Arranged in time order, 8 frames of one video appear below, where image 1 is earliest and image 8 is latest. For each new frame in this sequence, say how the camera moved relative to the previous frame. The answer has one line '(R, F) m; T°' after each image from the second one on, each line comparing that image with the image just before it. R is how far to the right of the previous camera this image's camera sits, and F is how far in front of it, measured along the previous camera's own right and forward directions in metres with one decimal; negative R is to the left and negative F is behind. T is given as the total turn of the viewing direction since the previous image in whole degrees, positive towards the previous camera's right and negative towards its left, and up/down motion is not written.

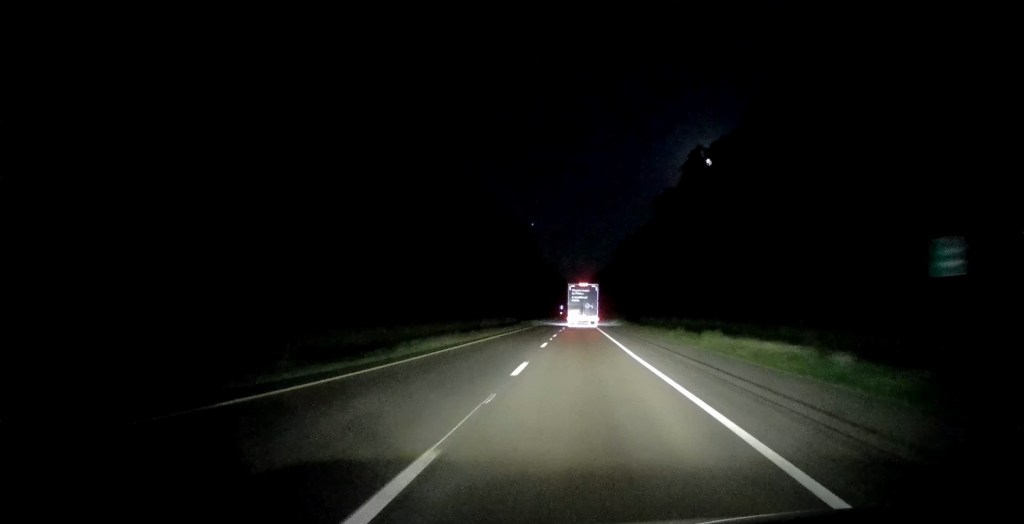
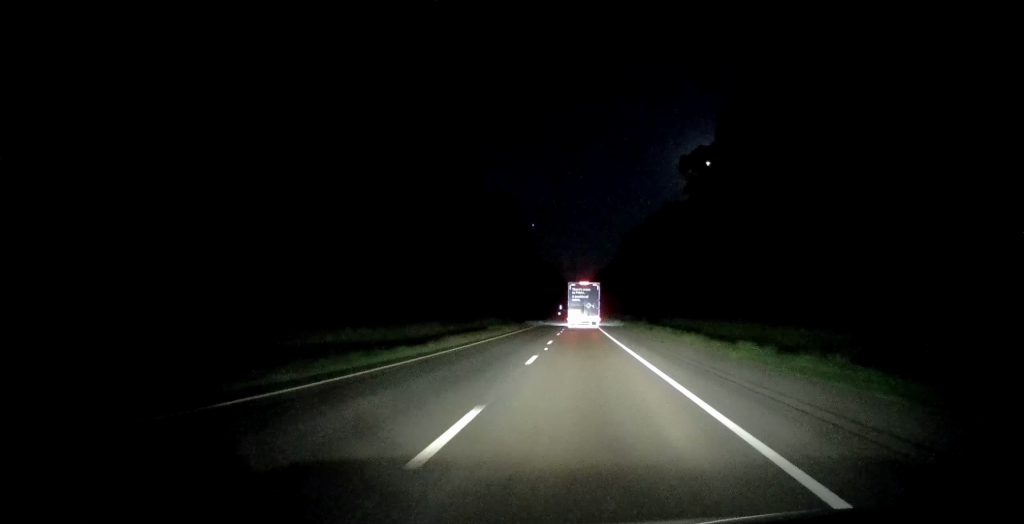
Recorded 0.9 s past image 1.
(0.0, +33.1) m; 0°
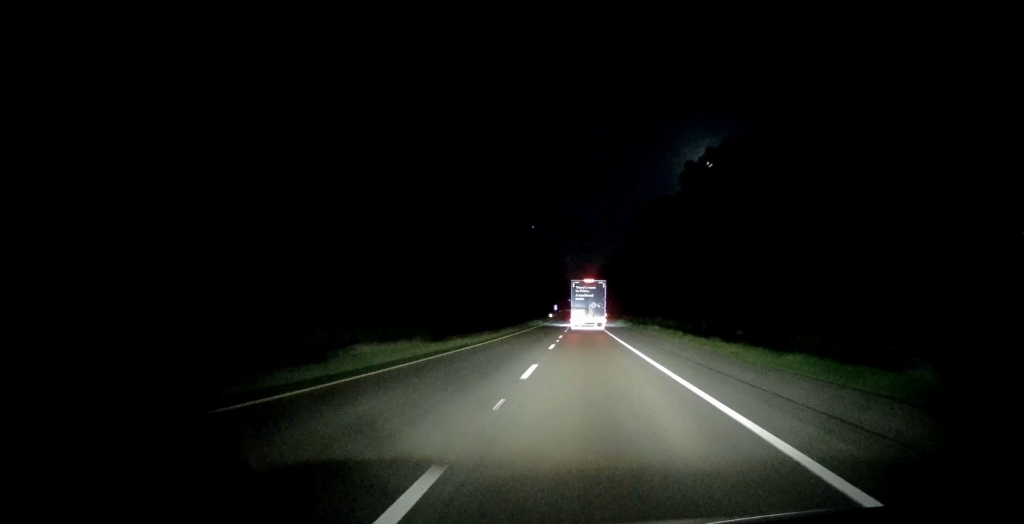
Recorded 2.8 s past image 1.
(-0.7, +64.4) m; -1°
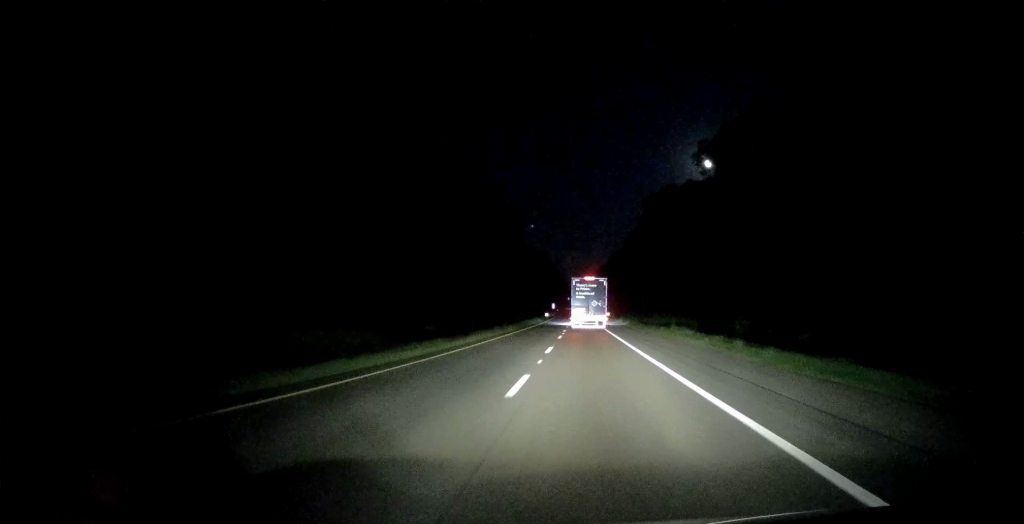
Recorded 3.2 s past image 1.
(-0.1, +15.1) m; 0°
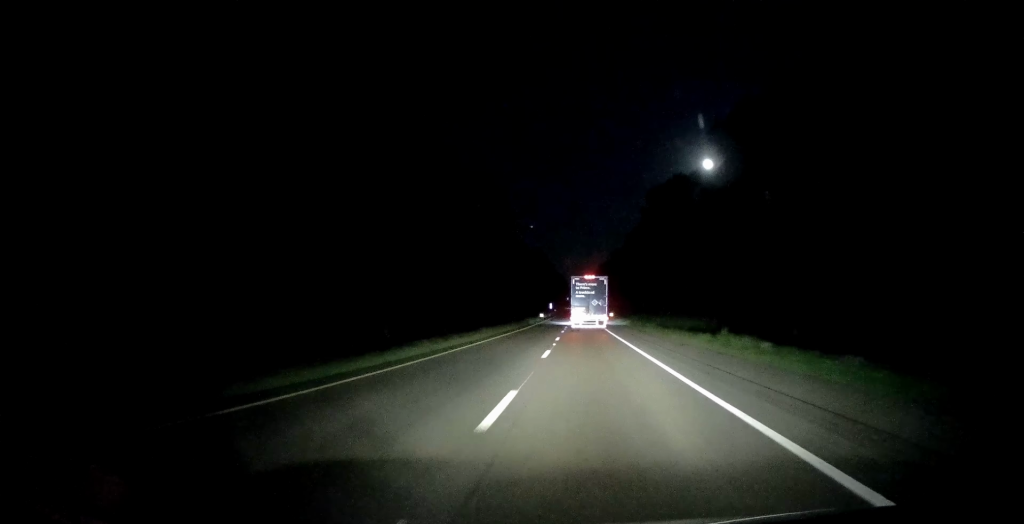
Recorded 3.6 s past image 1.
(+0.2, +15.1) m; 0°
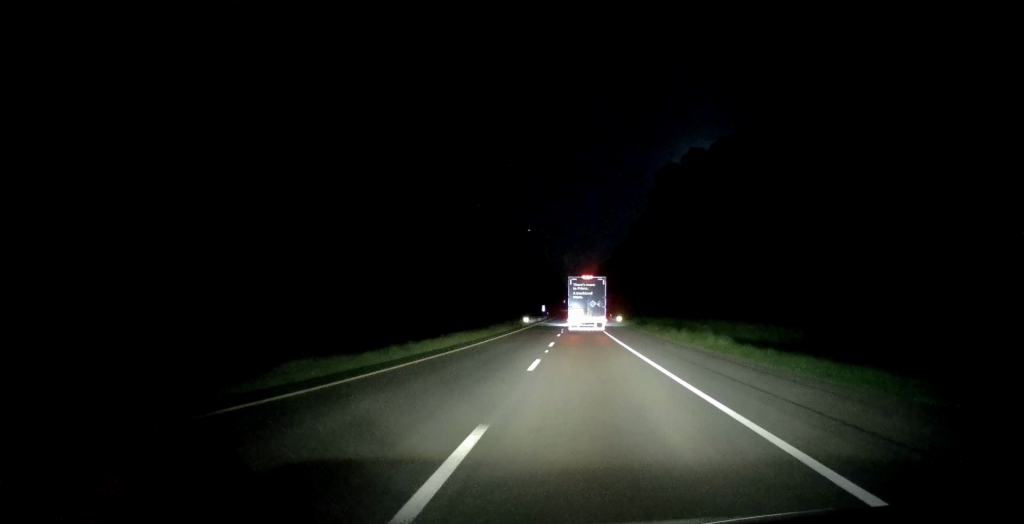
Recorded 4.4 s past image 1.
(+0.2, +27.7) m; 0°
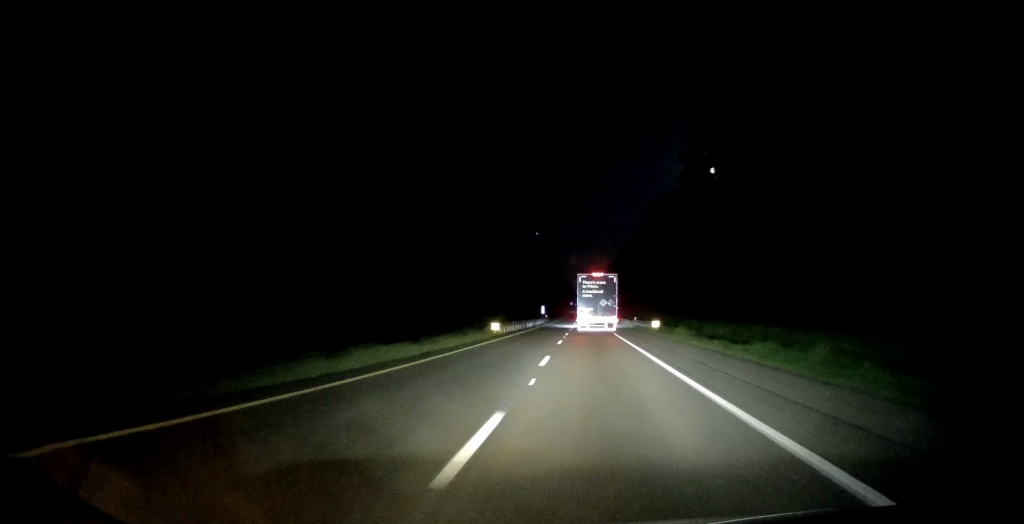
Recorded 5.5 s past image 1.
(-0.3, +35.8) m; -1°
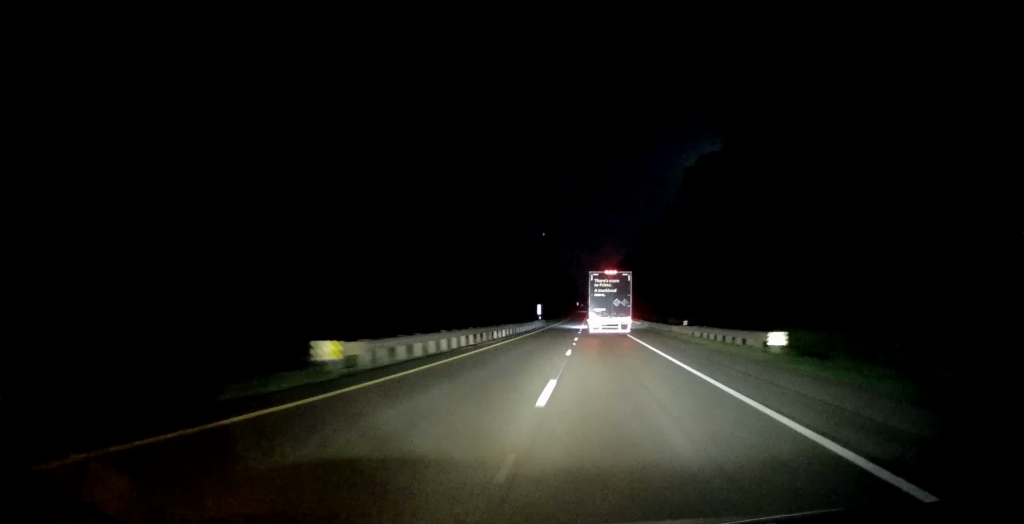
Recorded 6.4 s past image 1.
(-0.2, +31.0) m; 0°
